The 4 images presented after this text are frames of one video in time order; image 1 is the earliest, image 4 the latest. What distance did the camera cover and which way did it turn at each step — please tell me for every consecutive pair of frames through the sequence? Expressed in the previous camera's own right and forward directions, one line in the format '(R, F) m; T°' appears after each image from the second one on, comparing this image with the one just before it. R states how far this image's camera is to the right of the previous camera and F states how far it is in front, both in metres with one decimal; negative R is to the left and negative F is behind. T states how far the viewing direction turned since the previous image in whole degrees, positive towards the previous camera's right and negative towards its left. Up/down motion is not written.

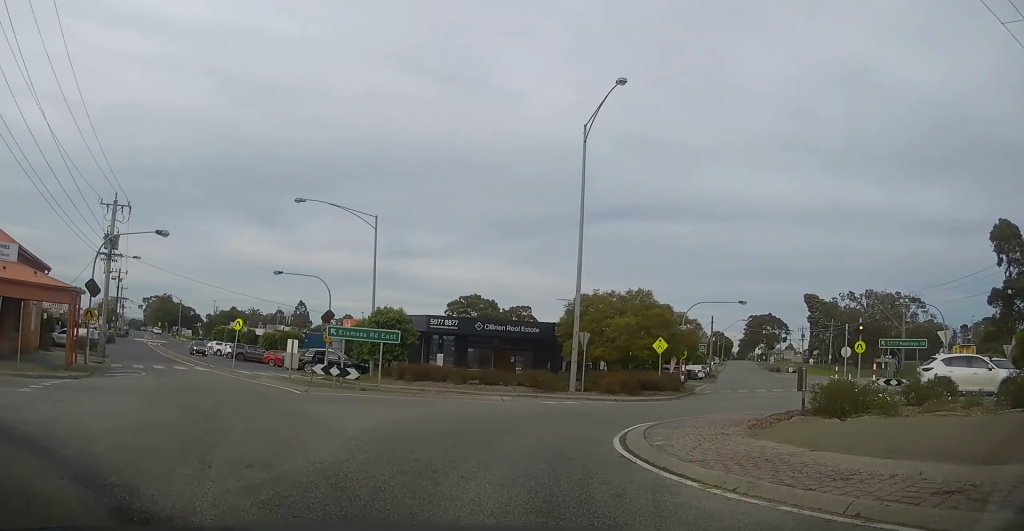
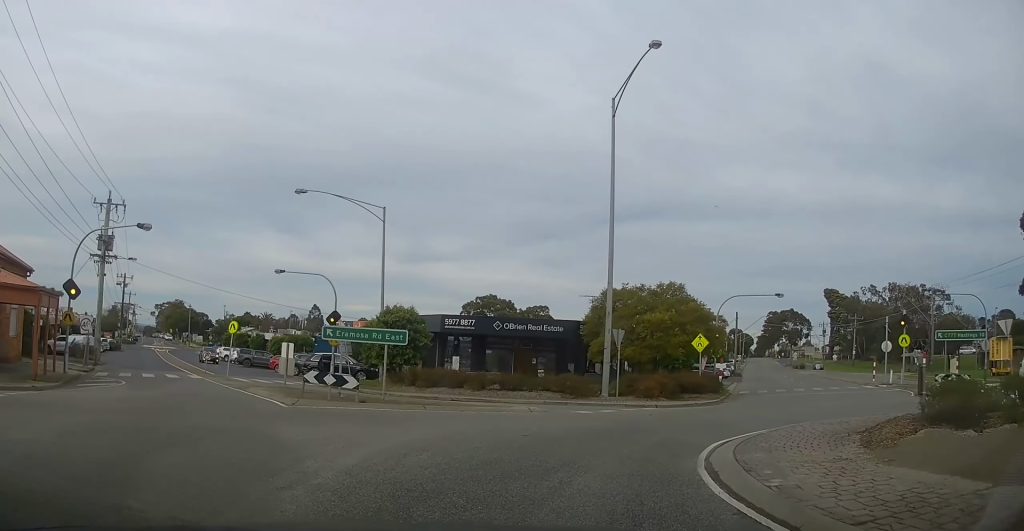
(-0.2, +2.7) m; -1°
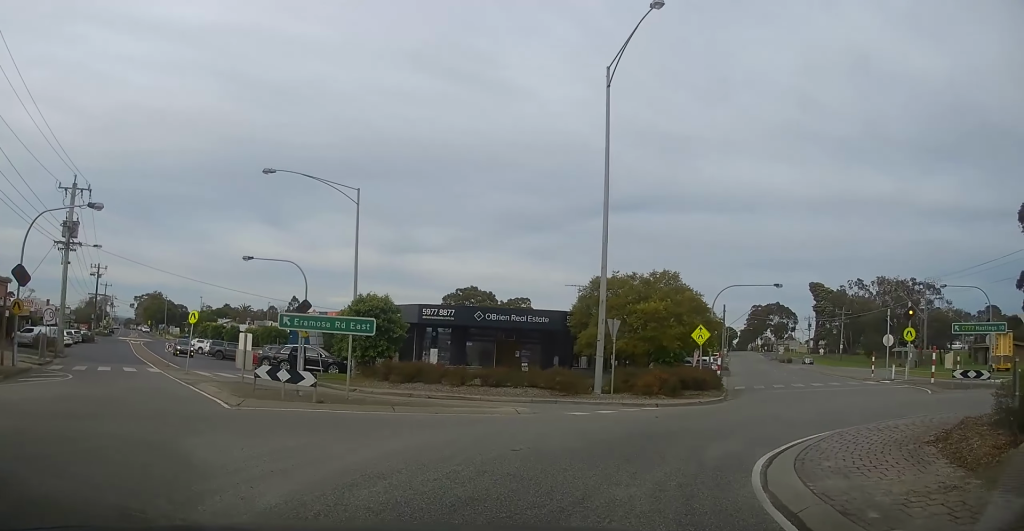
(+0.1, +2.6) m; +5°
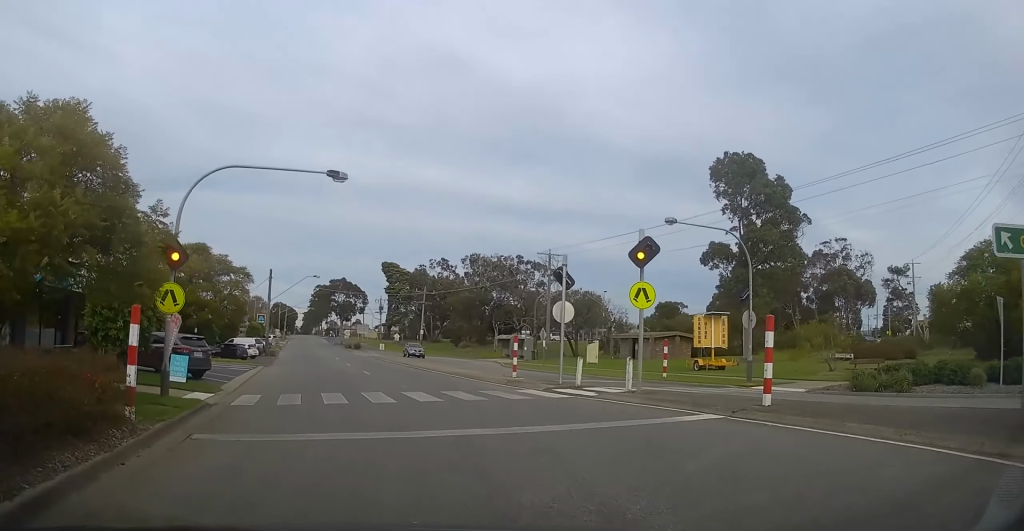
(+7.4, +19.4) m; +30°
